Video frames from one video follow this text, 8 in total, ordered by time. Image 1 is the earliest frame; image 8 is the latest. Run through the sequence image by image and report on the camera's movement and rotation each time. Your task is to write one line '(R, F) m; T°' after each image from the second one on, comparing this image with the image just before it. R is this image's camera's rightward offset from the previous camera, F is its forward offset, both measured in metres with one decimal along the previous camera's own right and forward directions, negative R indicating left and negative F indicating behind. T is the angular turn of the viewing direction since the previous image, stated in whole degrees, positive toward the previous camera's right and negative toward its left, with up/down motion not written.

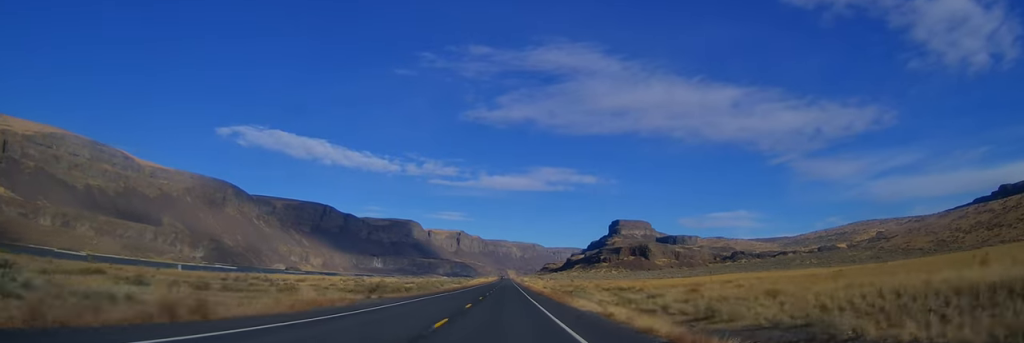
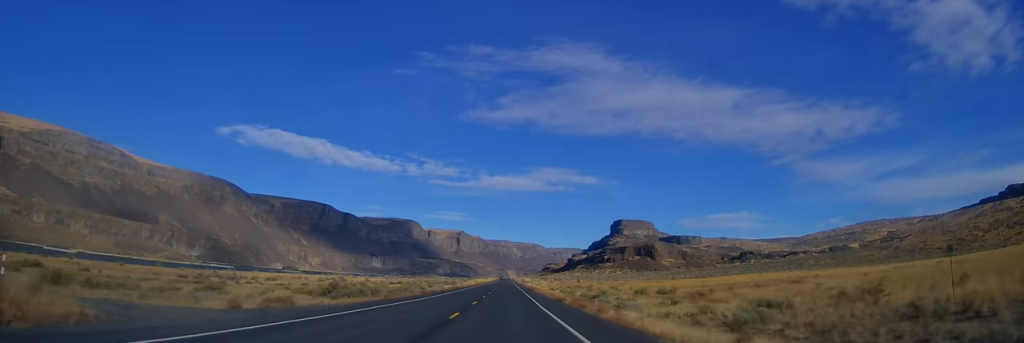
(+0.1, +21.0) m; 0°
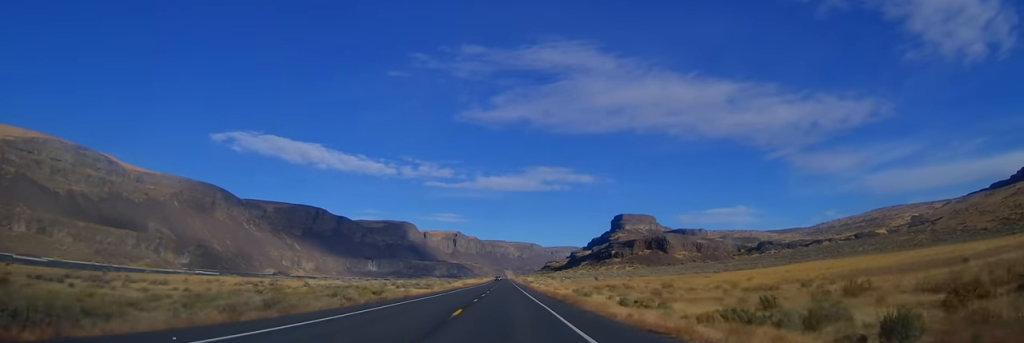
(-0.4, +47.8) m; -1°
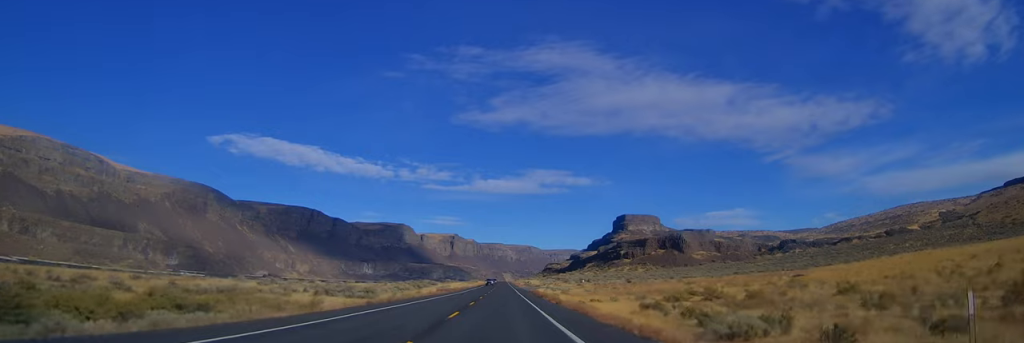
(+0.3, +47.9) m; +1°
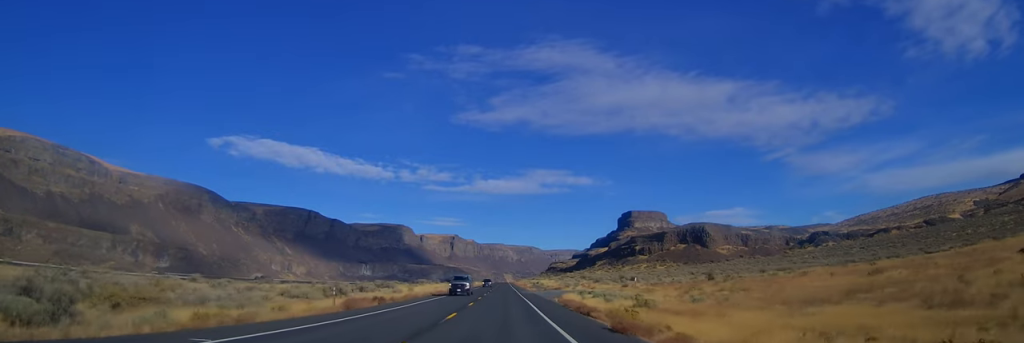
(-0.5, +48.9) m; -1°
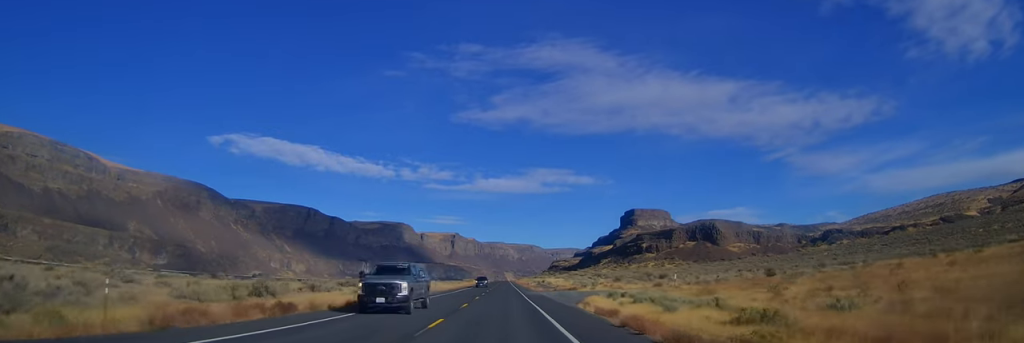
(0.0, +17.2) m; 0°
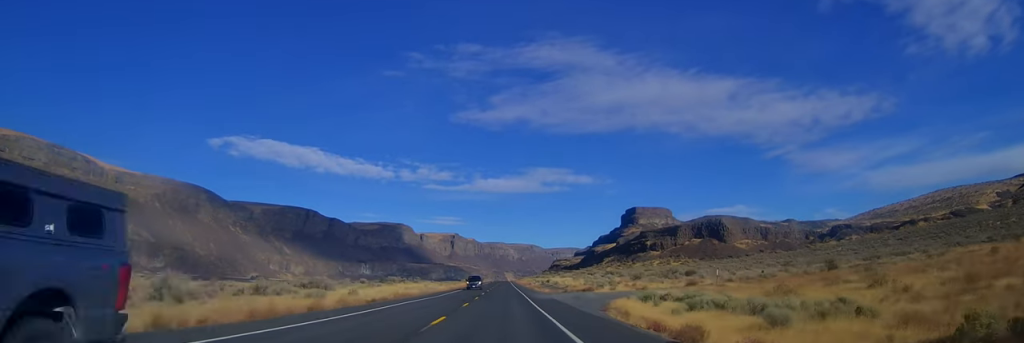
(+0.1, +11.5) m; 0°
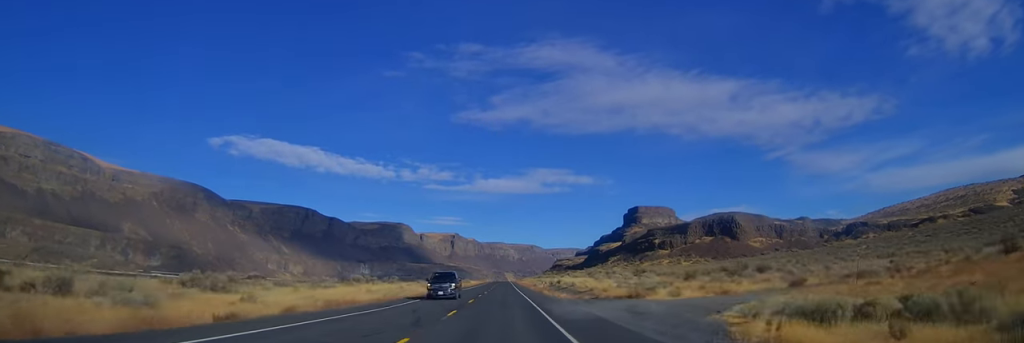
(+0.1, +19.2) m; 0°
